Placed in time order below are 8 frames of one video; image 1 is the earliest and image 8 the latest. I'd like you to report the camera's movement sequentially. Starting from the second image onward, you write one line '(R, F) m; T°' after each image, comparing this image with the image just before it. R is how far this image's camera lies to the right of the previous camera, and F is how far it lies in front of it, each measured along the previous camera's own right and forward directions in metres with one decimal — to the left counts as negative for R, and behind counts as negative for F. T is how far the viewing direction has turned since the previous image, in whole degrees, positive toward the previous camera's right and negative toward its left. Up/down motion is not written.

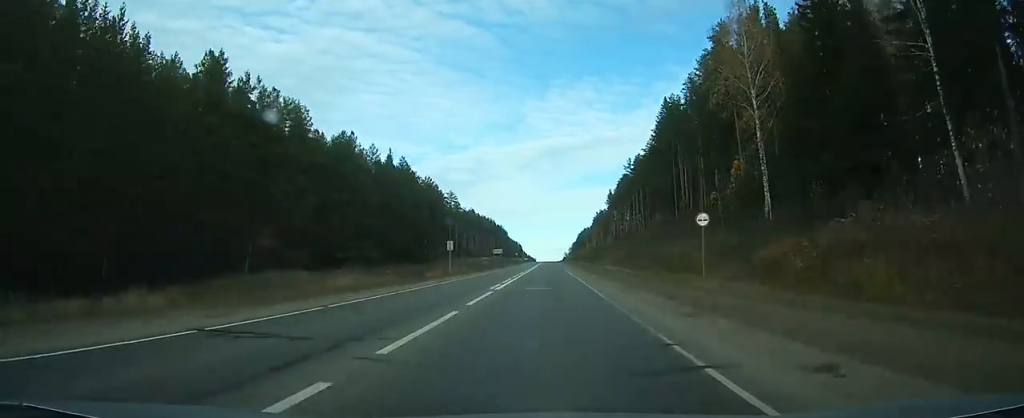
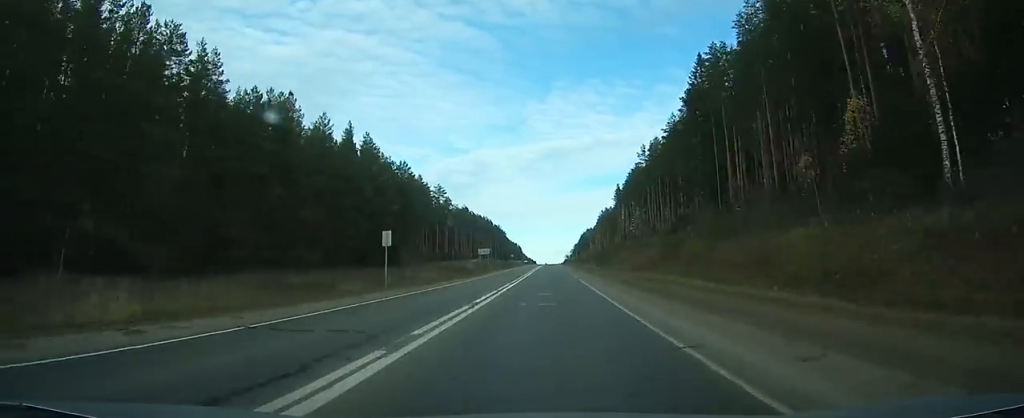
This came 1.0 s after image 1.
(0.0, +28.4) m; 0°
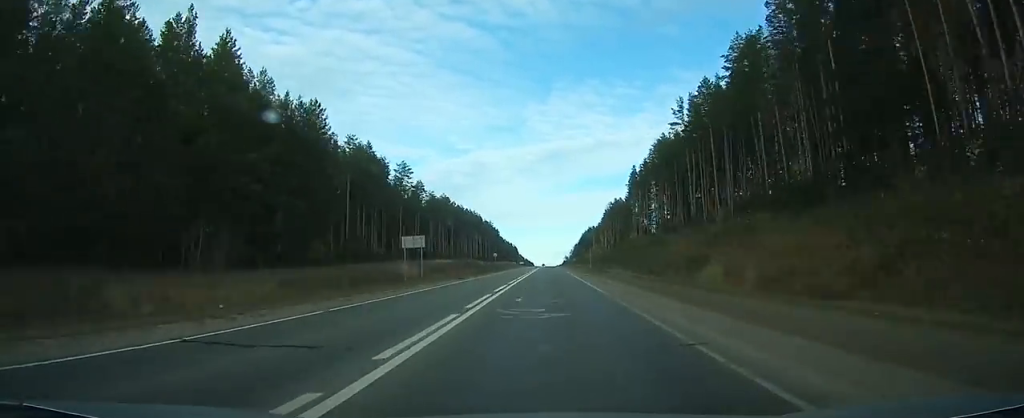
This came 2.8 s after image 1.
(0.0, +51.1) m; 0°
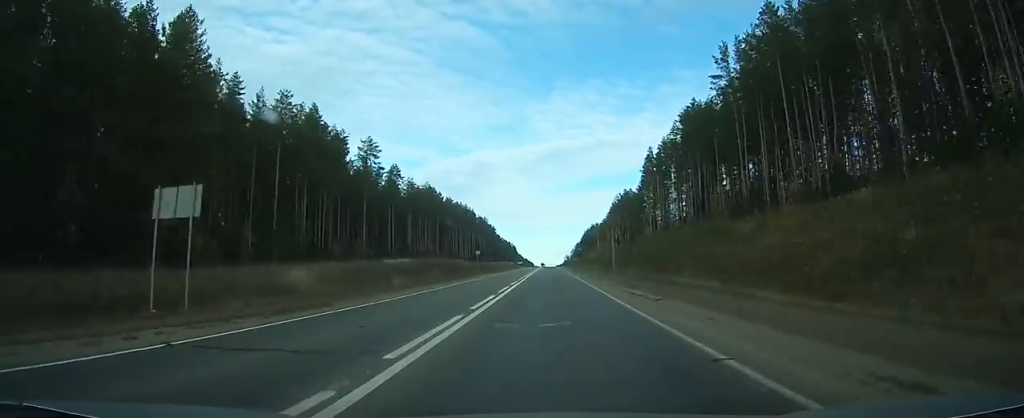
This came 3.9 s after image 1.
(0.0, +32.1) m; 0°
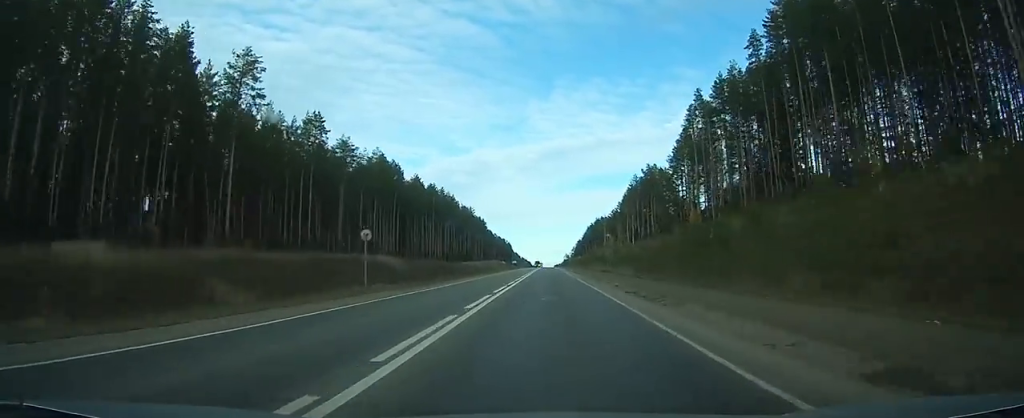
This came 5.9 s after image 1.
(0.0, +56.8) m; 0°
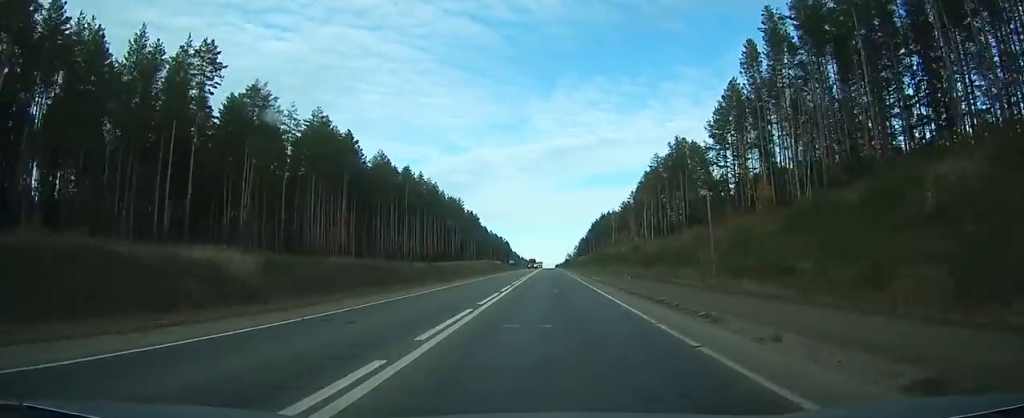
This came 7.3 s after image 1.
(0.0, +38.0) m; 0°
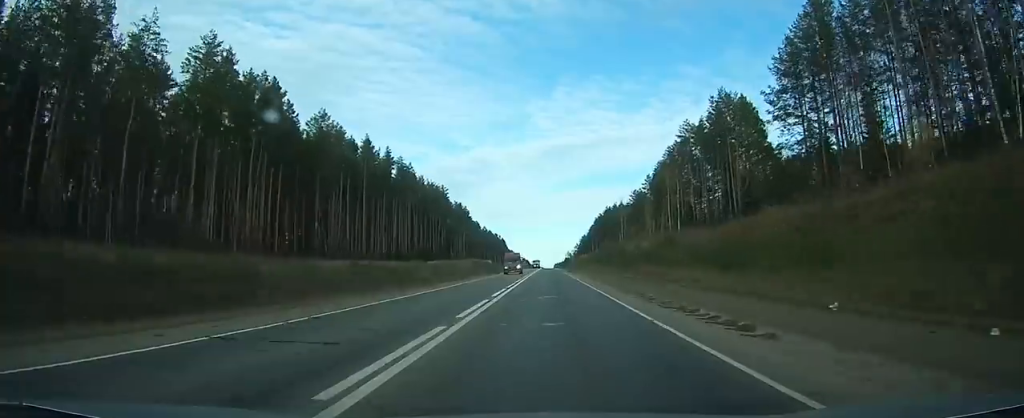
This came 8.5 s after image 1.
(0.0, +36.2) m; 0°
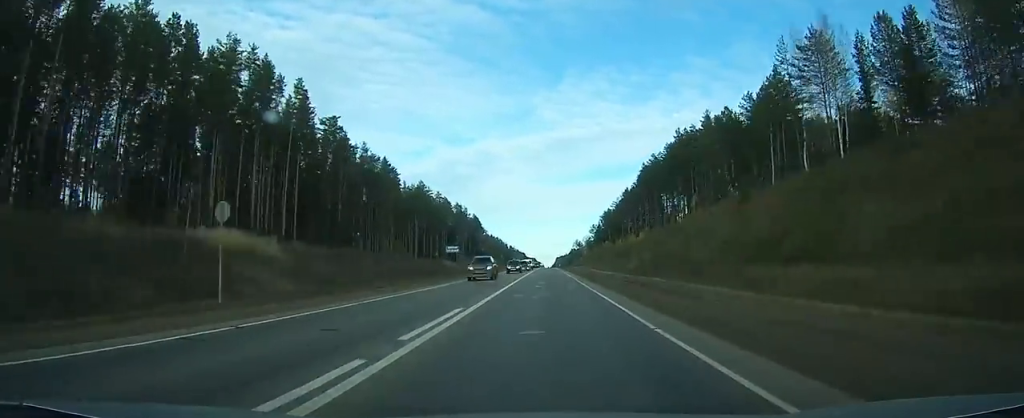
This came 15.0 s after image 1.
(+0.5, +188.4) m; 0°
